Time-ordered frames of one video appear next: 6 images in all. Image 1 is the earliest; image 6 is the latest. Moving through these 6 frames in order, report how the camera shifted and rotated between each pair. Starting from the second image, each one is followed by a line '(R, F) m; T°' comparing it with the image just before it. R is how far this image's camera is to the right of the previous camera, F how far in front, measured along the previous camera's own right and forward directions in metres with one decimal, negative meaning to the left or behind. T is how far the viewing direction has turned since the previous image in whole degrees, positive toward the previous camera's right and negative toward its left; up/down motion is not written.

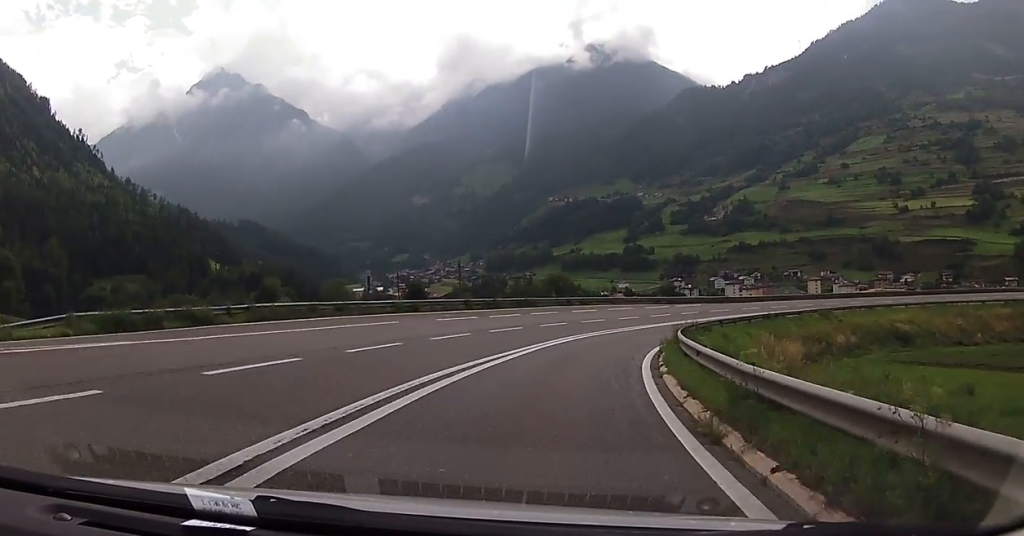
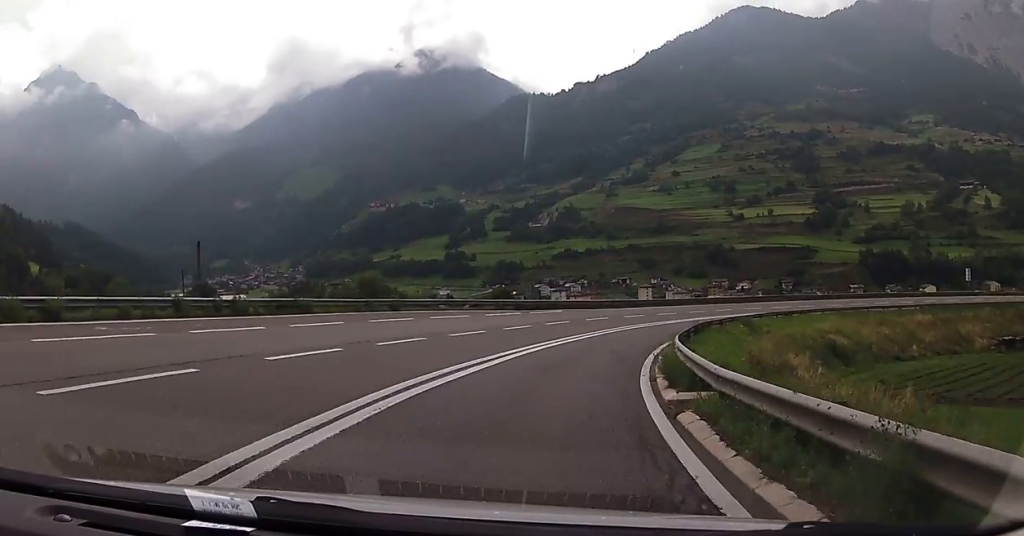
(+1.3, +20.1) m; +13°
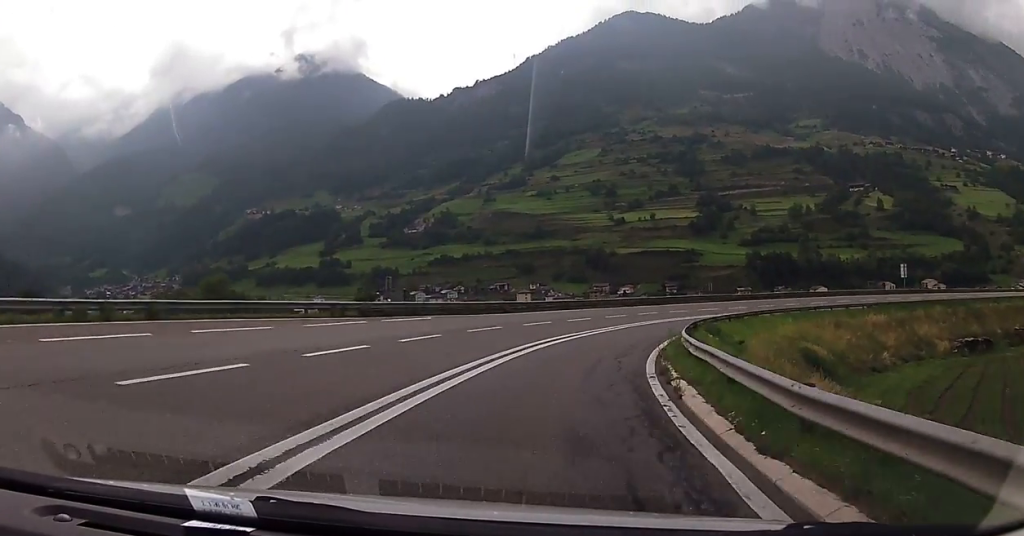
(+2.1, +15.0) m; +15°
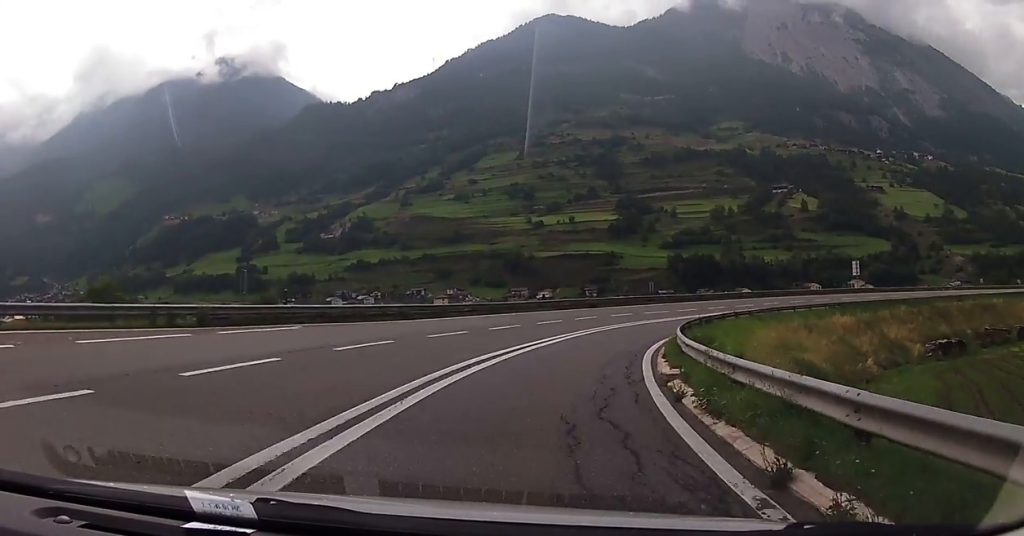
(+1.1, +8.9) m; +5°
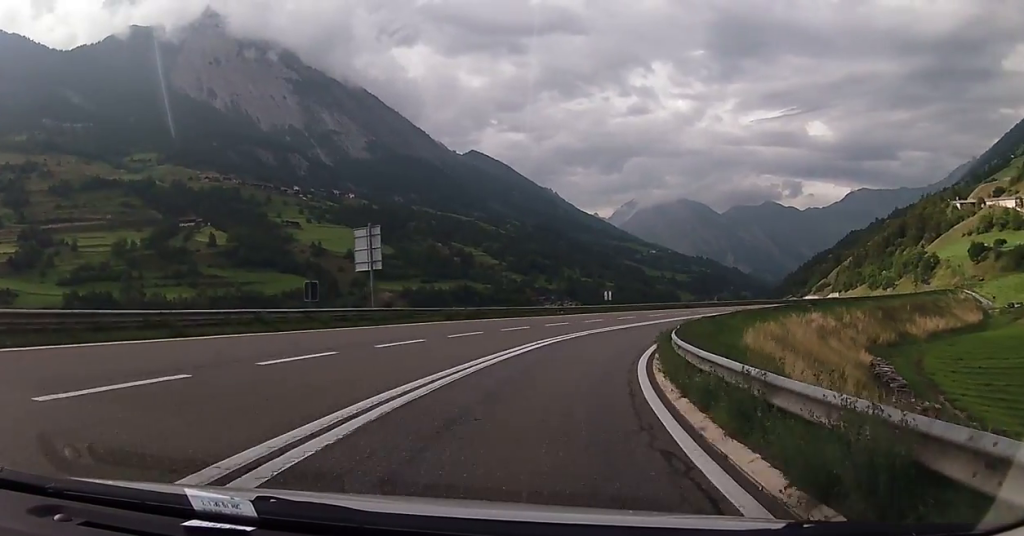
(+22.3, +58.2) m; +42°
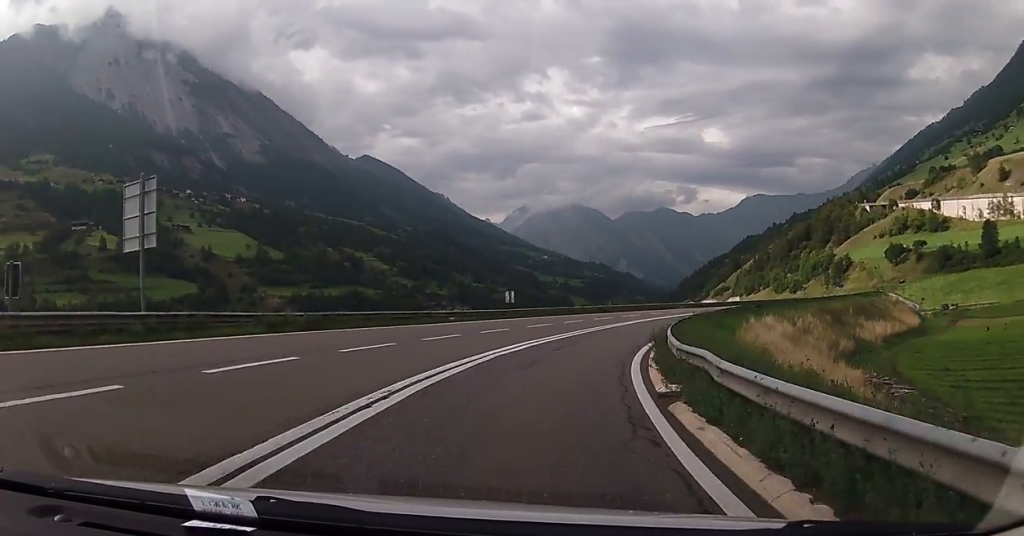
(+1.0, +10.3) m; +9°
